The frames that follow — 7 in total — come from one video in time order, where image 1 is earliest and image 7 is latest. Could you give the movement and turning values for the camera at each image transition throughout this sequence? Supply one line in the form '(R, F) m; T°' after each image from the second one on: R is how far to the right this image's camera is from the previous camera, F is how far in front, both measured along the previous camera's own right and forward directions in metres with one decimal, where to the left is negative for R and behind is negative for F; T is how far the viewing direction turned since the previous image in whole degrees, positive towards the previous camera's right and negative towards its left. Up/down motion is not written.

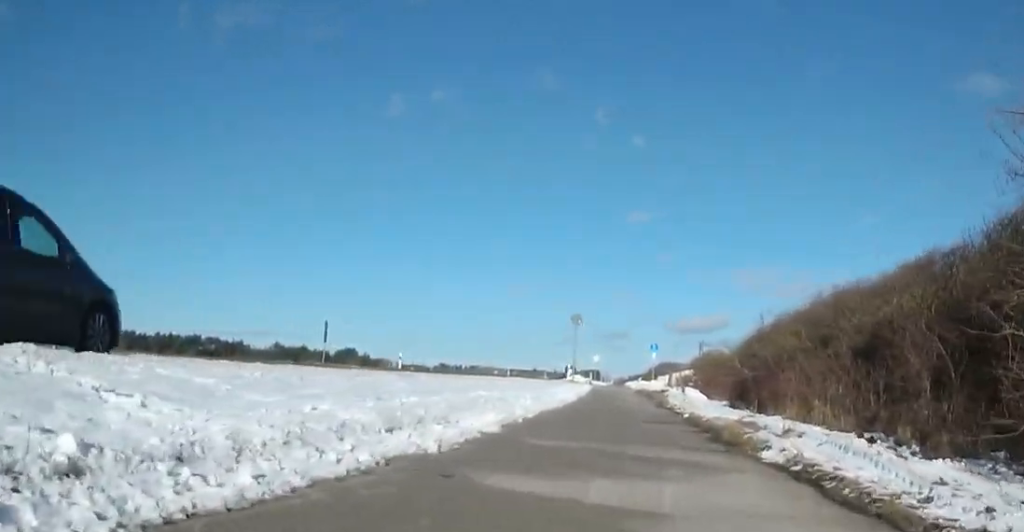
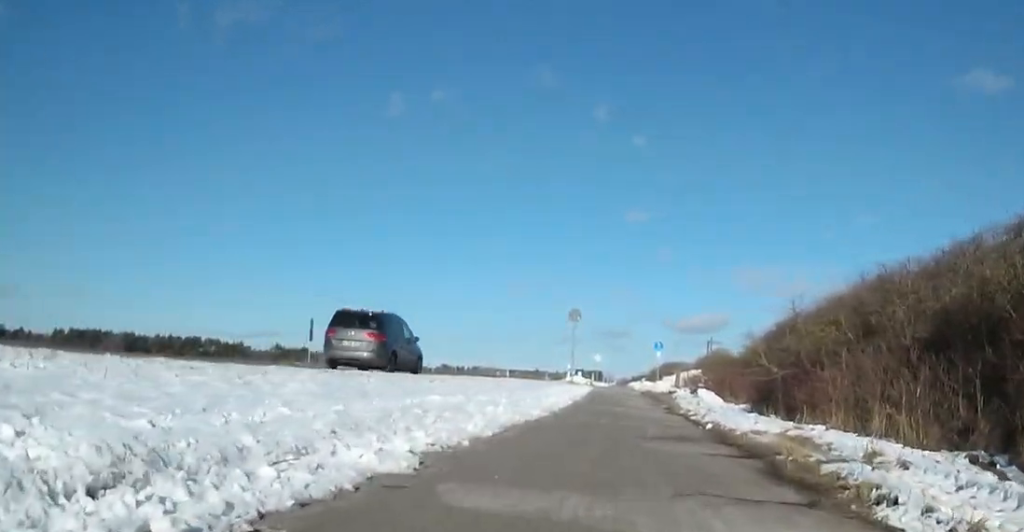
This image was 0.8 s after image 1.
(+0.1, +2.9) m; +1°
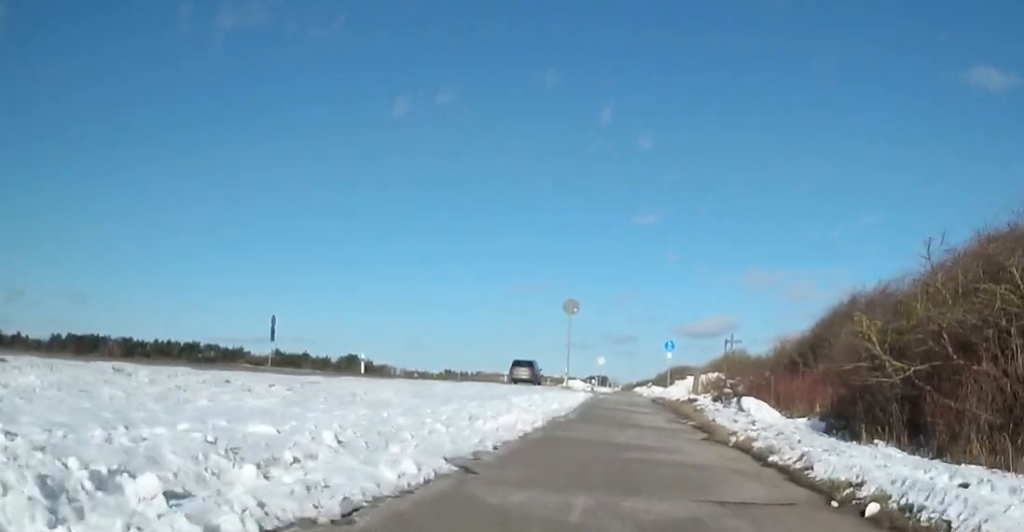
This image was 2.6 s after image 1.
(-0.5, +6.3) m; -4°
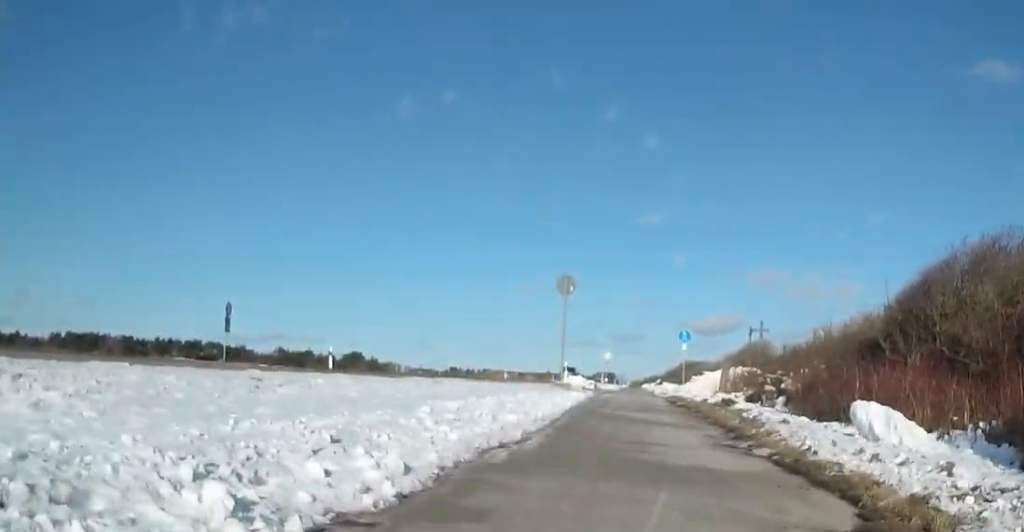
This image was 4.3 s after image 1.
(+0.3, +5.9) m; +6°
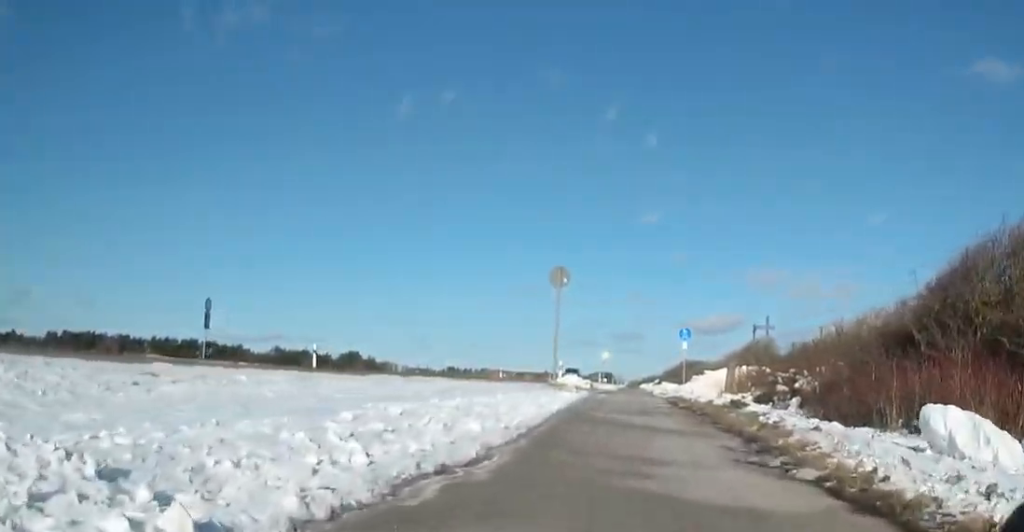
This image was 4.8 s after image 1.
(0.0, +1.7) m; -1°
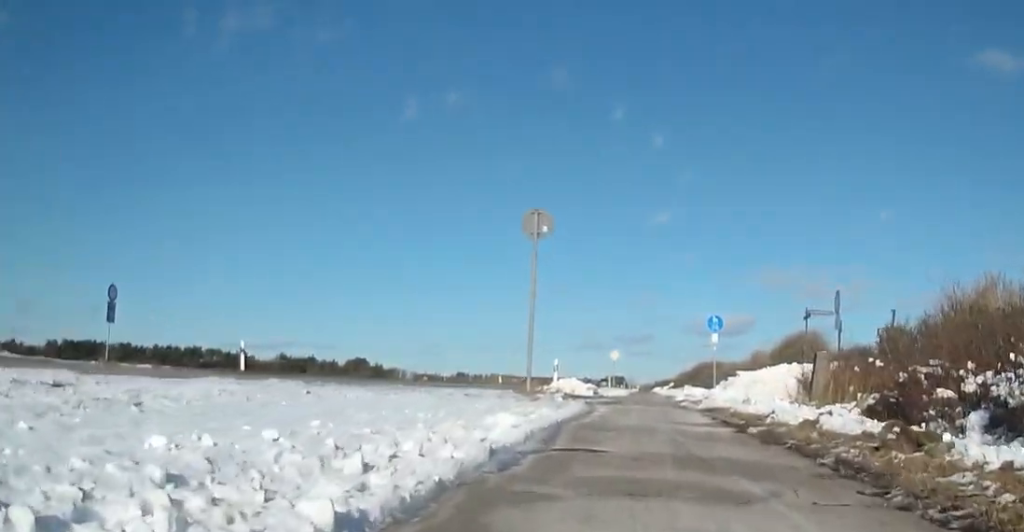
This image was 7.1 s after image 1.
(-0.5, +8.3) m; -8°
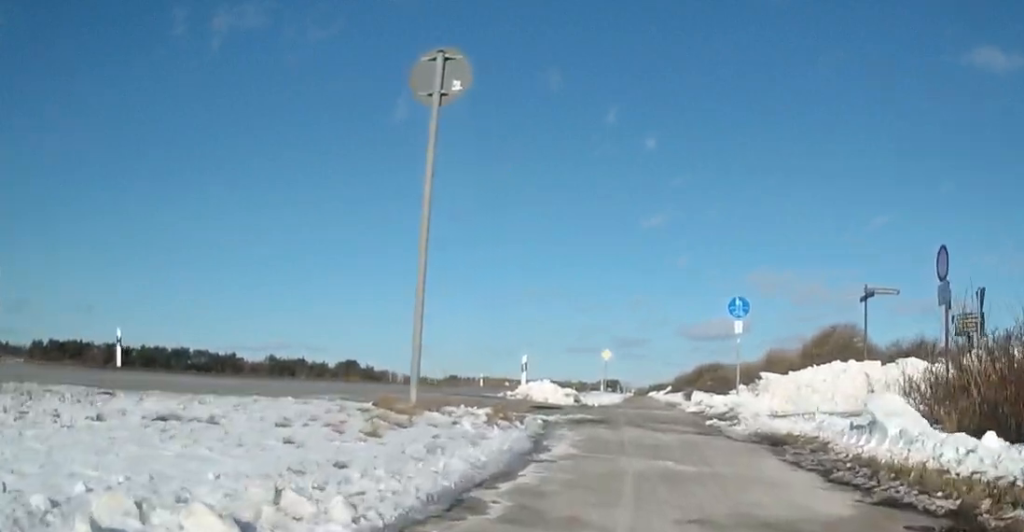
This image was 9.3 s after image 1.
(-0.8, +7.7) m; -4°
